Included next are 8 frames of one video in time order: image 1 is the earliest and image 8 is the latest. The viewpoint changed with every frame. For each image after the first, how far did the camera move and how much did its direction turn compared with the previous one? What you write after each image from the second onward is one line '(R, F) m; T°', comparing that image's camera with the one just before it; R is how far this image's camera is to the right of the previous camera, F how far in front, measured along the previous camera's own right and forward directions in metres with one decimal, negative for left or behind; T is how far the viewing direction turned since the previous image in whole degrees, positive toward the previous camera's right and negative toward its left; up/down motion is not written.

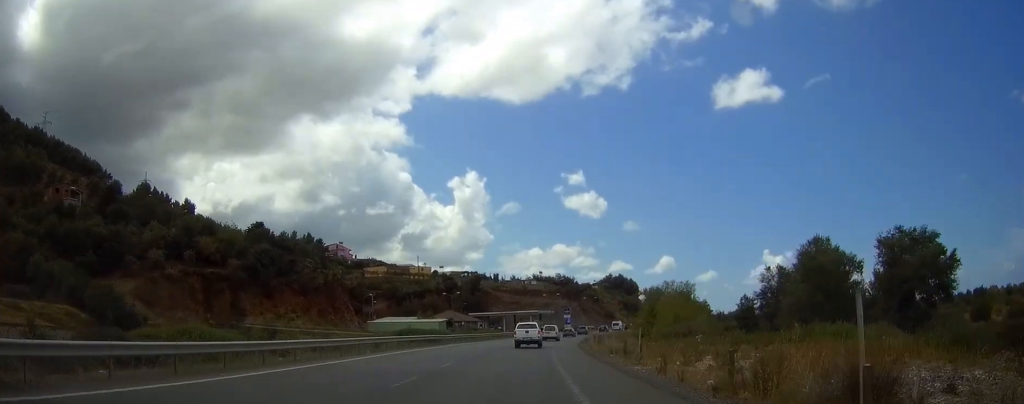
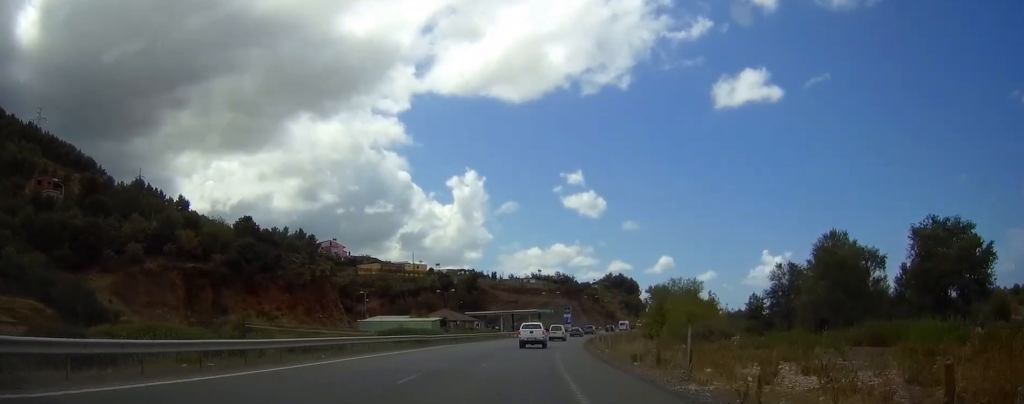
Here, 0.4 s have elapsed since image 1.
(0.0, +8.3) m; 0°
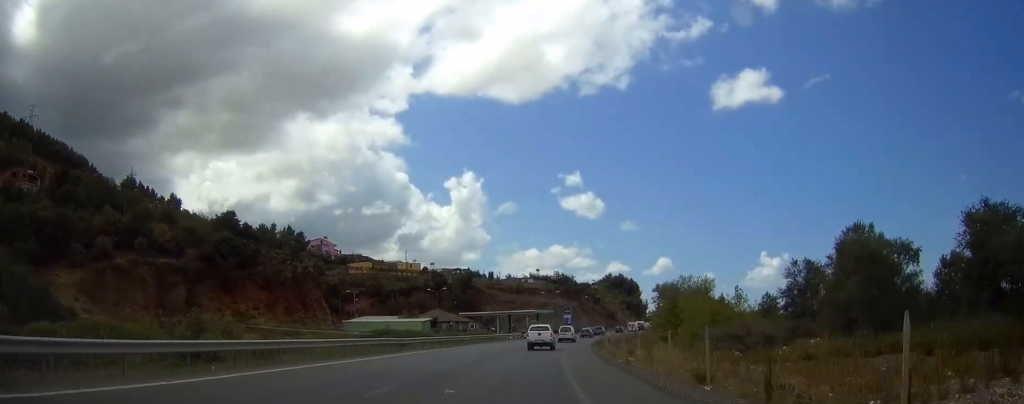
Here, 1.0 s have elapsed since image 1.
(0.0, +10.8) m; 0°
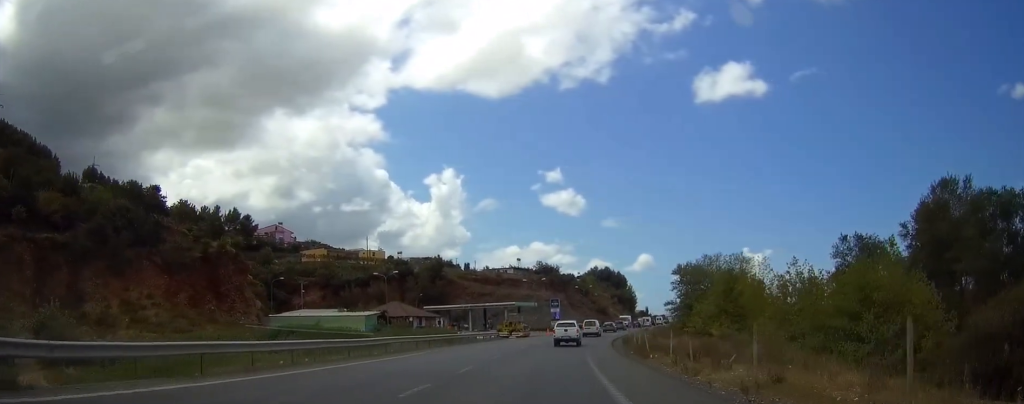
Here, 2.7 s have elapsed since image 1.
(+0.1, +31.5) m; +1°
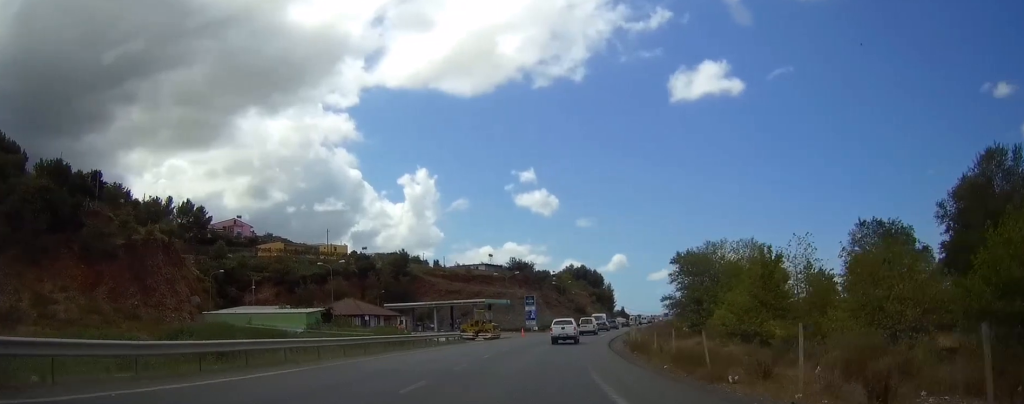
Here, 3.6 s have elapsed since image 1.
(+0.2, +14.7) m; +2°
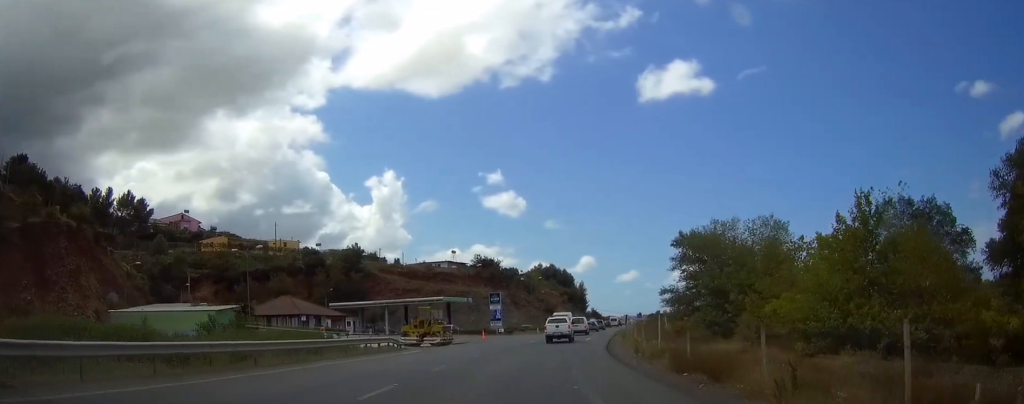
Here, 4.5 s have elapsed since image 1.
(+0.4, +16.2) m; +2°
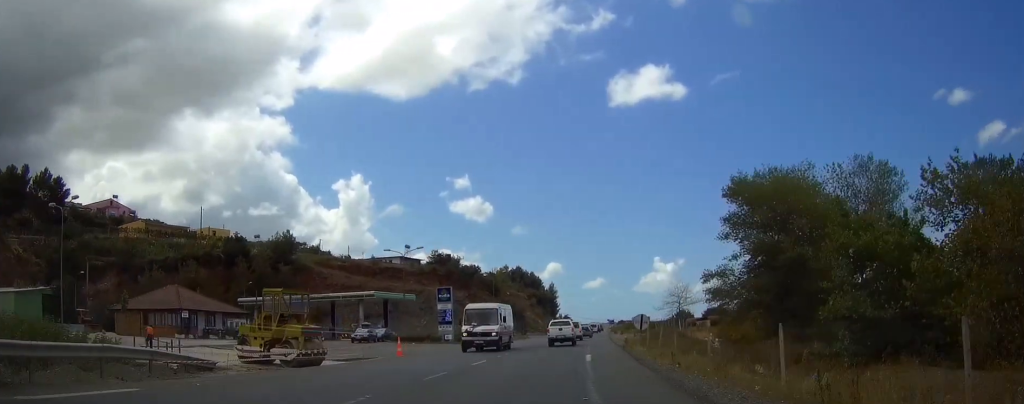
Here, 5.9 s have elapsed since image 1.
(+0.6, +24.4) m; +3°
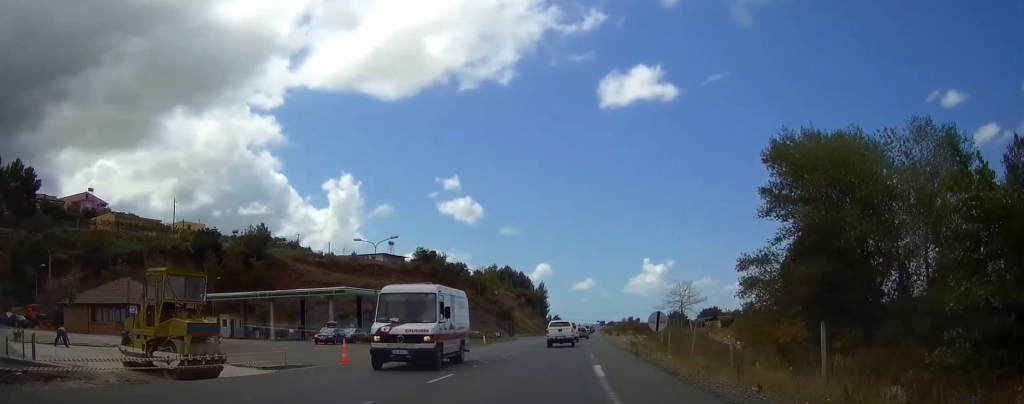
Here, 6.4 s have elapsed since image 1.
(+0.2, +7.7) m; +1°
